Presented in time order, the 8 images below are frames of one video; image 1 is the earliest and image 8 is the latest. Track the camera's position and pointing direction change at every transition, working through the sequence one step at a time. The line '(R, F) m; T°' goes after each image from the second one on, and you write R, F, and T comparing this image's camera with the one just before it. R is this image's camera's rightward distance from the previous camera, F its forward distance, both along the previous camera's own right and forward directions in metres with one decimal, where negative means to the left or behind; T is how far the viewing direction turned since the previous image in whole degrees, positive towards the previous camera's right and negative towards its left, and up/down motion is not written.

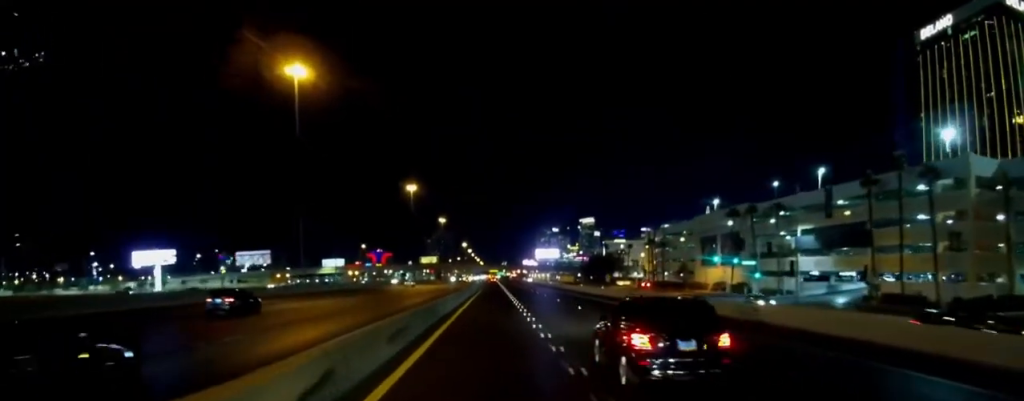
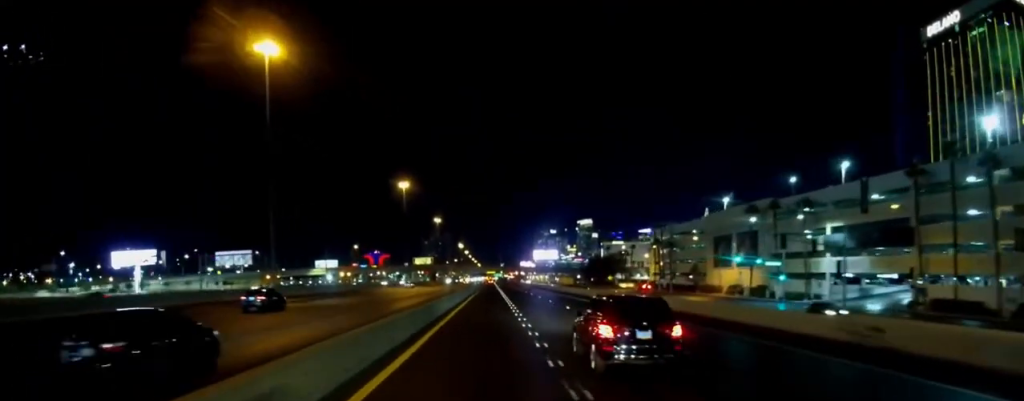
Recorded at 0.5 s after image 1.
(0.0, +11.2) m; 0°
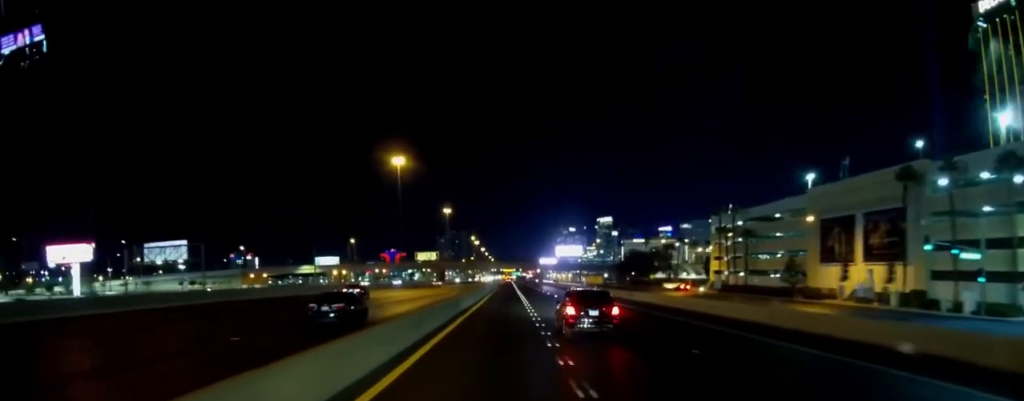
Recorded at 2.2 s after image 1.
(+0.4, +38.6) m; 0°
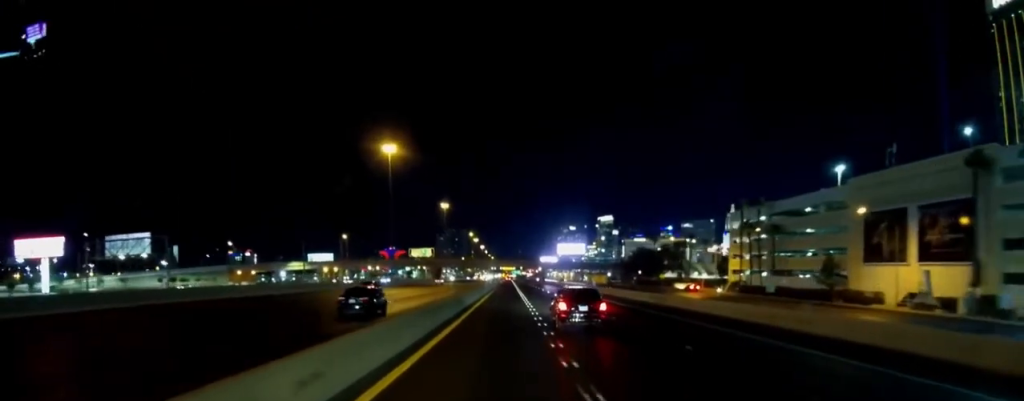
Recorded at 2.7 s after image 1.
(0.0, +11.4) m; 0°
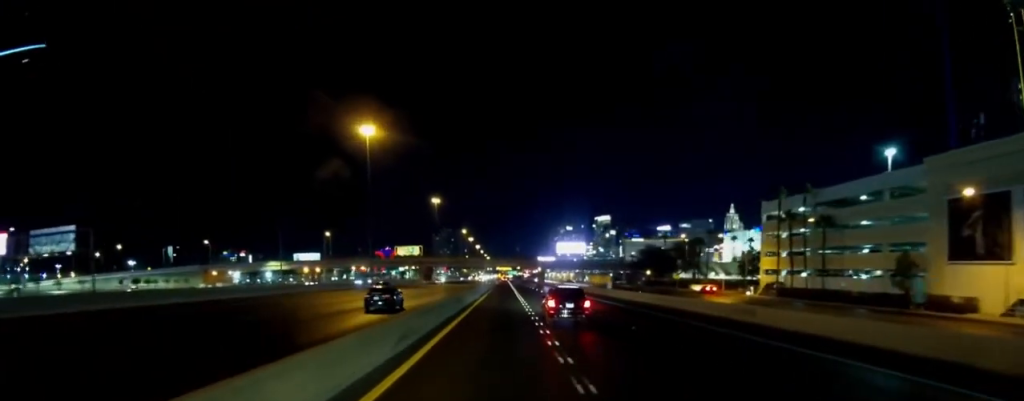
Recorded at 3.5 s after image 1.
(-0.1, +16.8) m; 0°
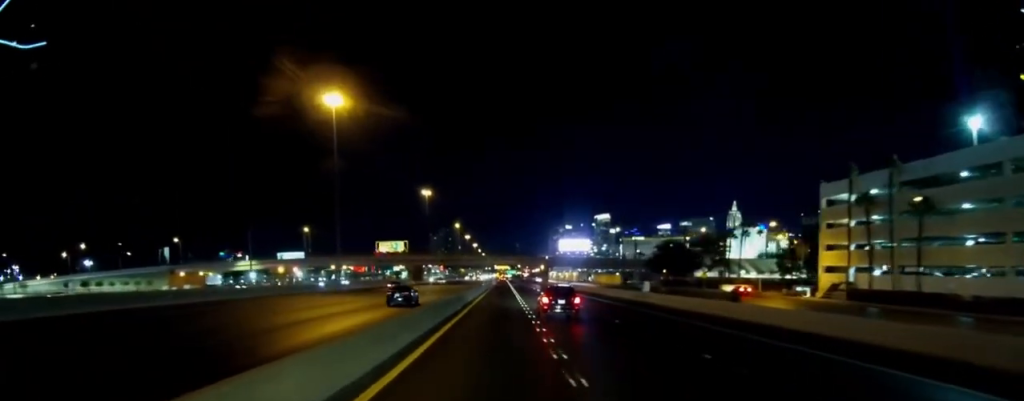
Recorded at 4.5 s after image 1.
(0.0, +20.4) m; 0°
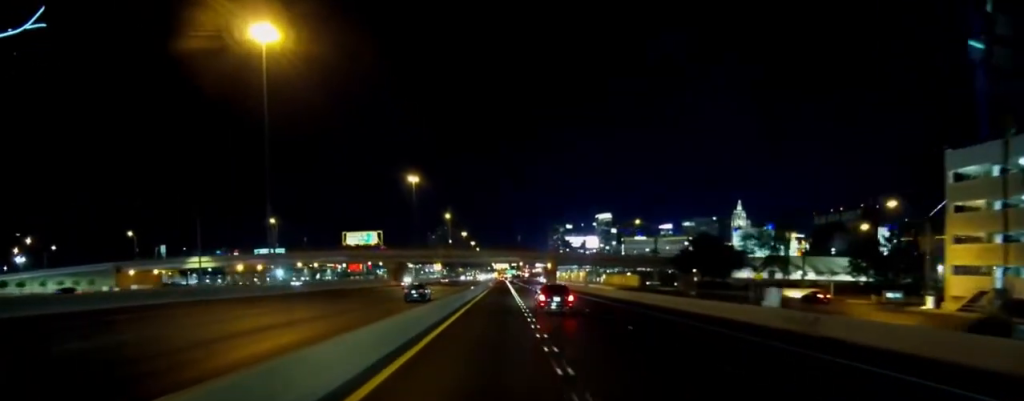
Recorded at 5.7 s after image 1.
(0.0, +26.4) m; 0°
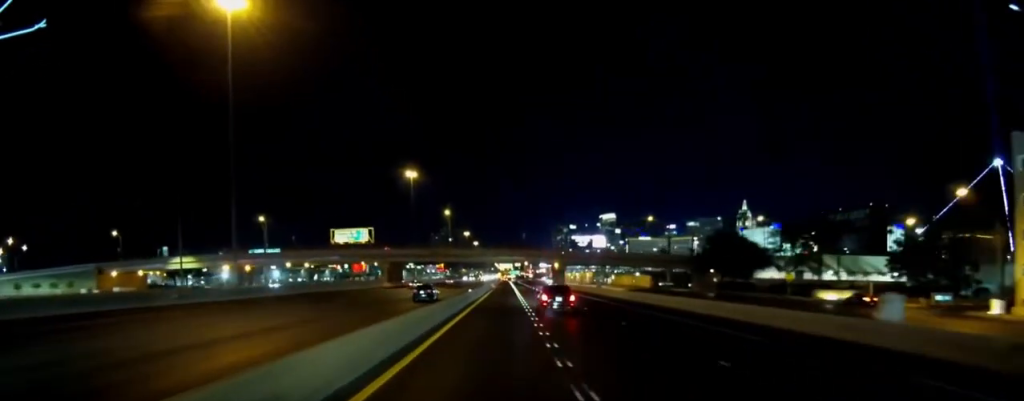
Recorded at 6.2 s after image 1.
(0.0, +9.4) m; 0°
